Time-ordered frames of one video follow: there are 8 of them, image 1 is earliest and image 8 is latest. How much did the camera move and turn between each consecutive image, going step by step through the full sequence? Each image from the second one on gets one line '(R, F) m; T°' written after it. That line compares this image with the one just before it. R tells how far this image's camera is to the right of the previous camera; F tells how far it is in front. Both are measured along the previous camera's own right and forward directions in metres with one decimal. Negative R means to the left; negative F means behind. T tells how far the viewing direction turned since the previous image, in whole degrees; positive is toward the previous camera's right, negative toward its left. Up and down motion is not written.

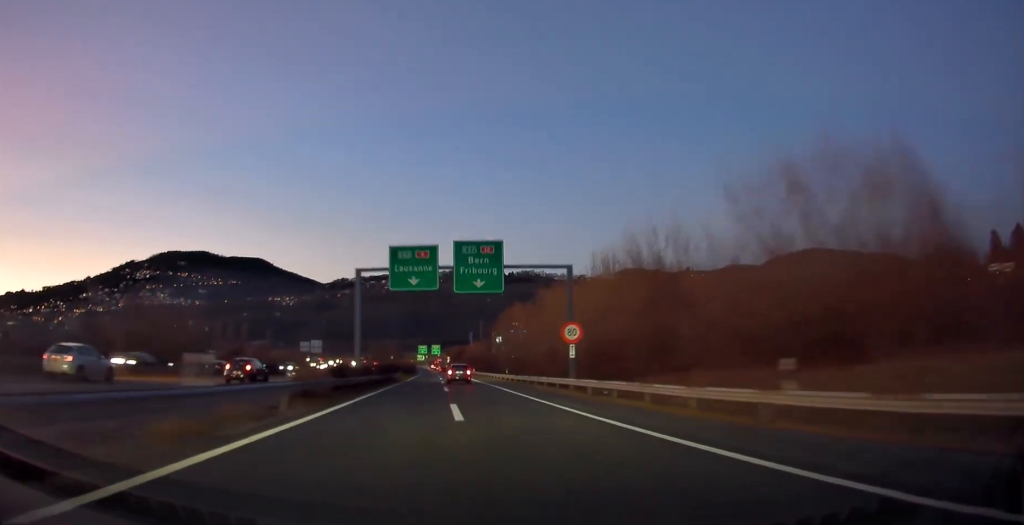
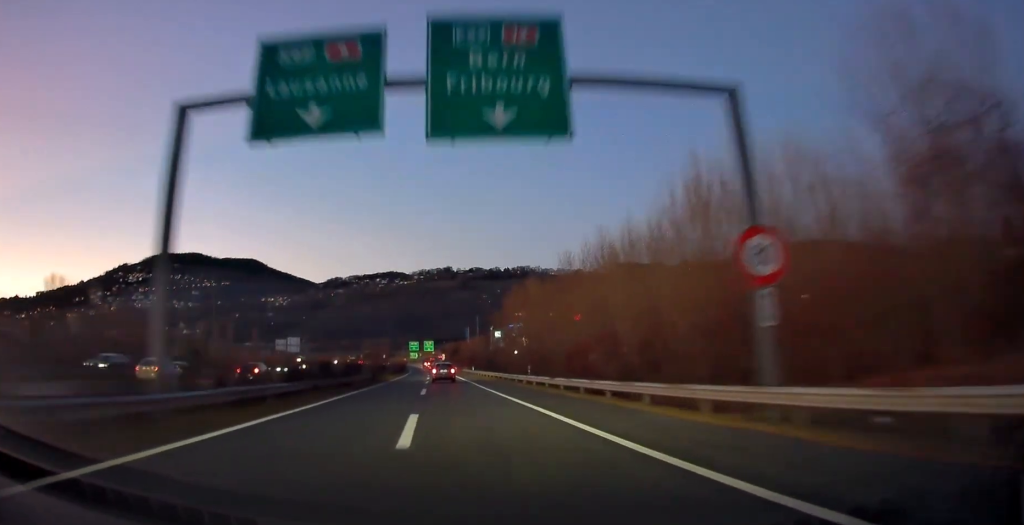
(+0.1, +22.6) m; 0°
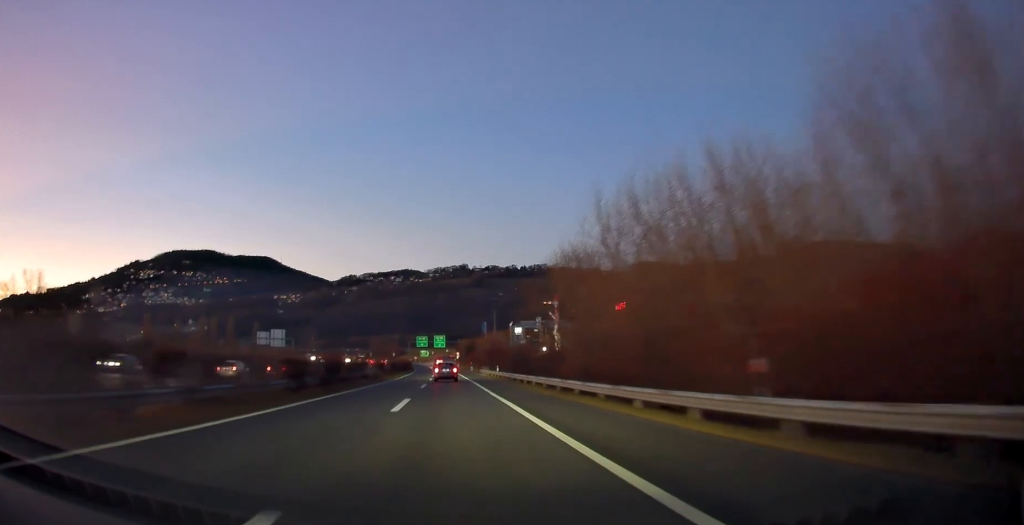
(+0.2, +28.0) m; +1°
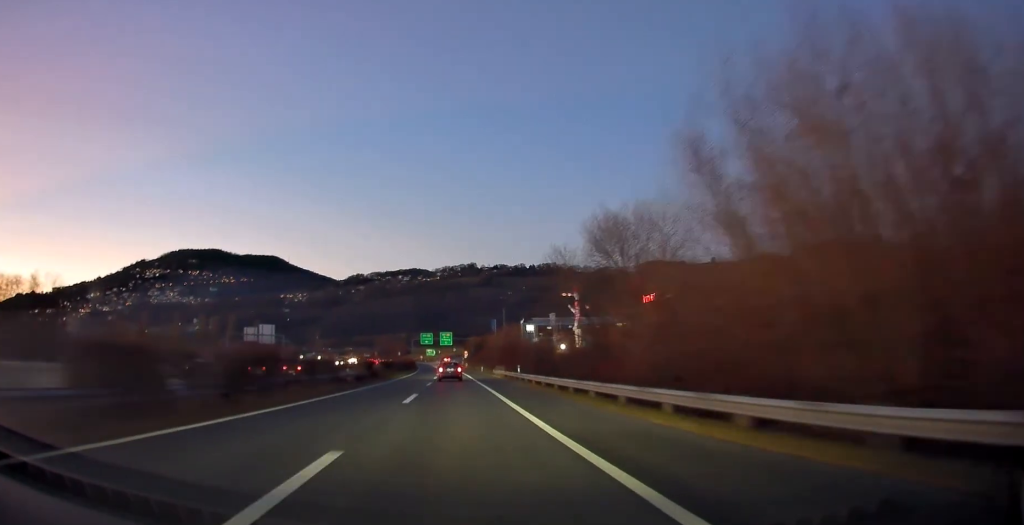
(+0.1, +14.6) m; 0°
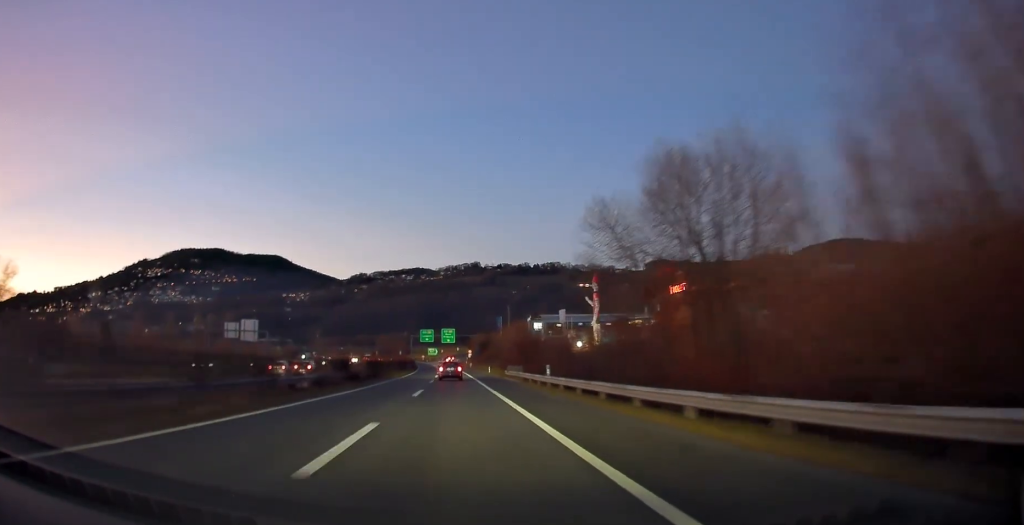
(-0.1, +14.0) m; 0°
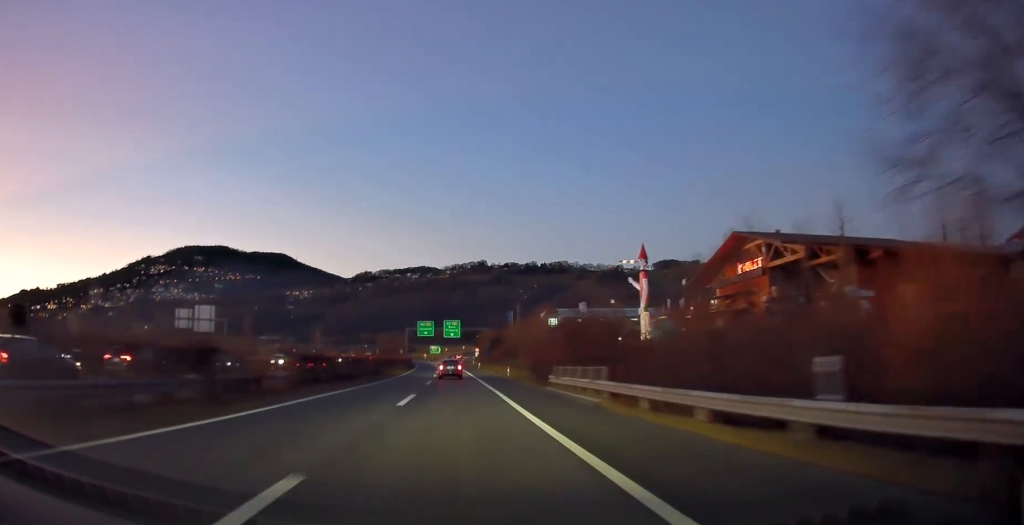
(0.0, +25.0) m; +2°
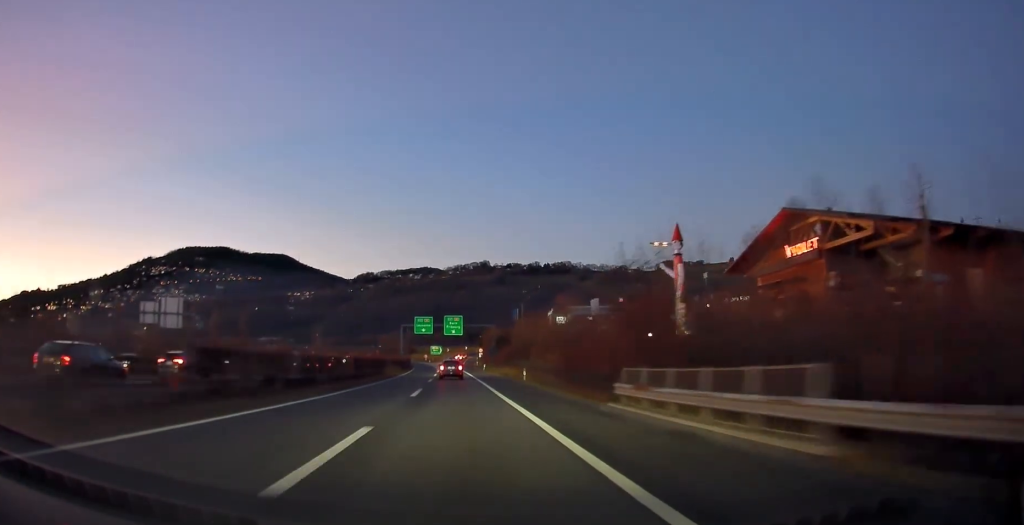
(+0.2, +12.5) m; 0°
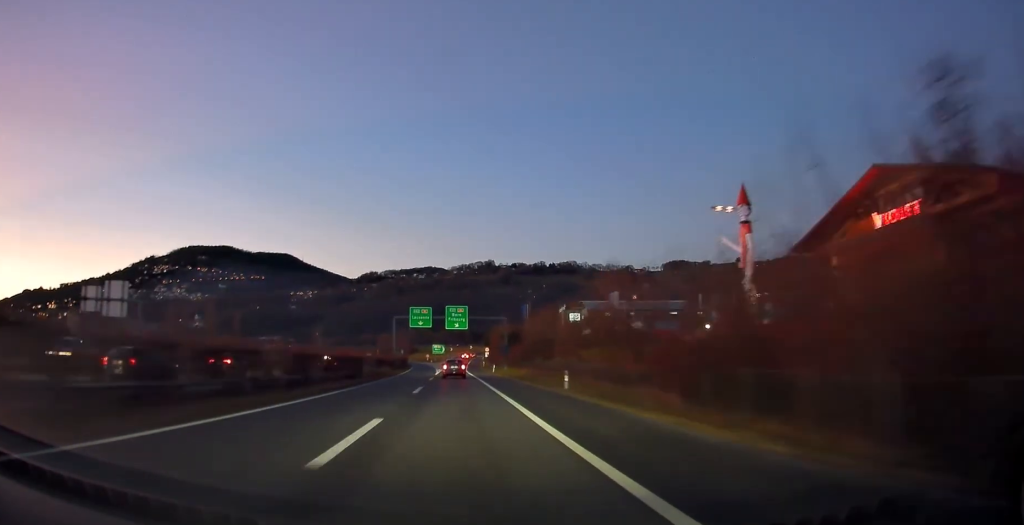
(+0.6, +17.2) m; -1°
